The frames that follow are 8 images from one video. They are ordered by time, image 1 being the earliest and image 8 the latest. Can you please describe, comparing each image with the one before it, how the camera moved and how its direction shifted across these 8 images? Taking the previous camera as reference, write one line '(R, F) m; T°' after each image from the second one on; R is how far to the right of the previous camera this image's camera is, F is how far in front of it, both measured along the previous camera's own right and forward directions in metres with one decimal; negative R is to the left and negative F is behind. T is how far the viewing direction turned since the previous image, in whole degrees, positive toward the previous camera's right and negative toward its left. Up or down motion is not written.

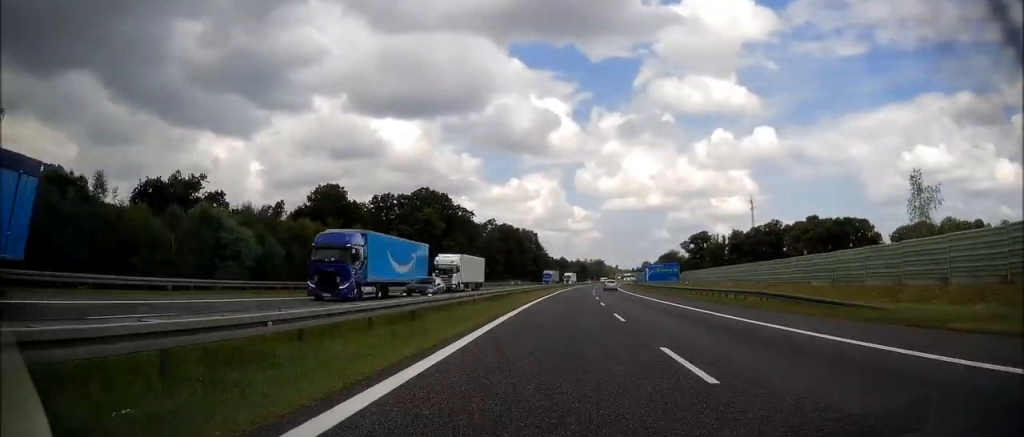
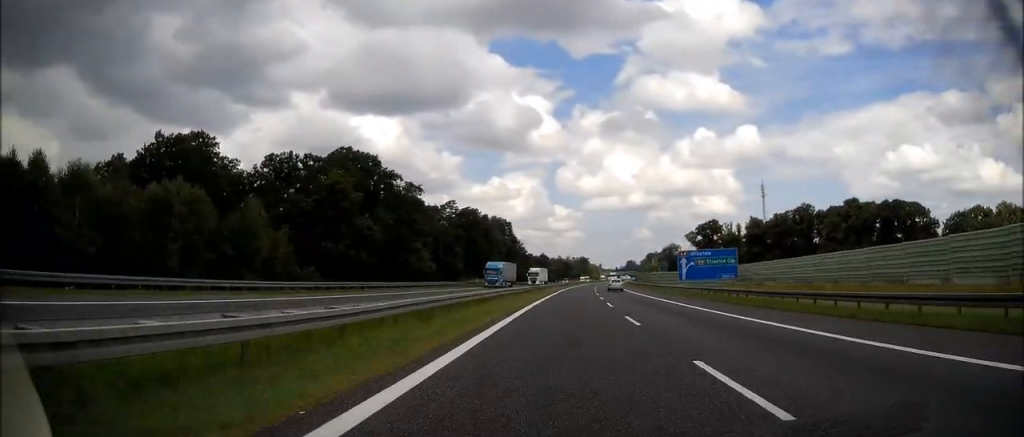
(+0.8, +50.3) m; +2°
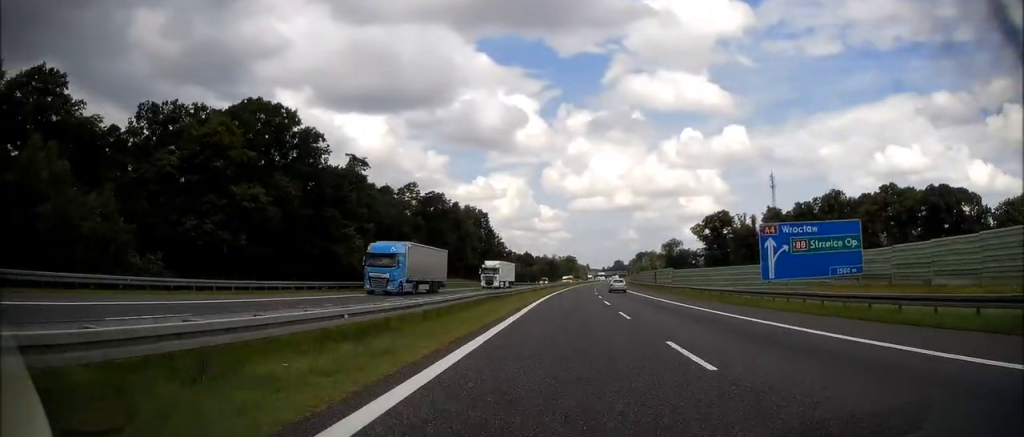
(0.0, +33.4) m; +1°
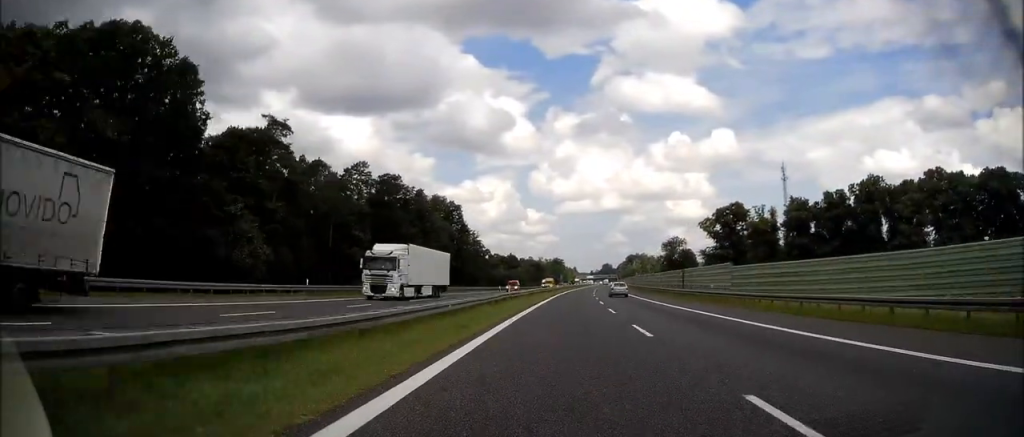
(+0.6, +30.4) m; +1°
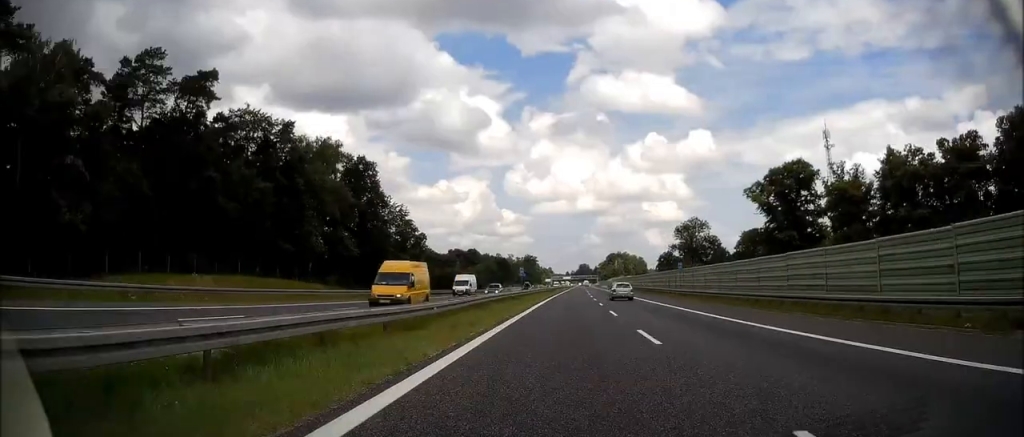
(+1.1, +60.8) m; +2°
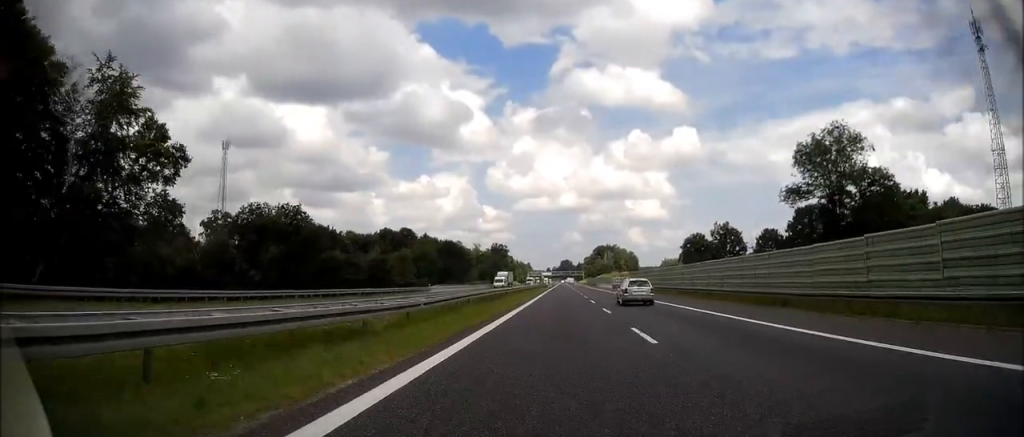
(+1.9, +84.6) m; +2°
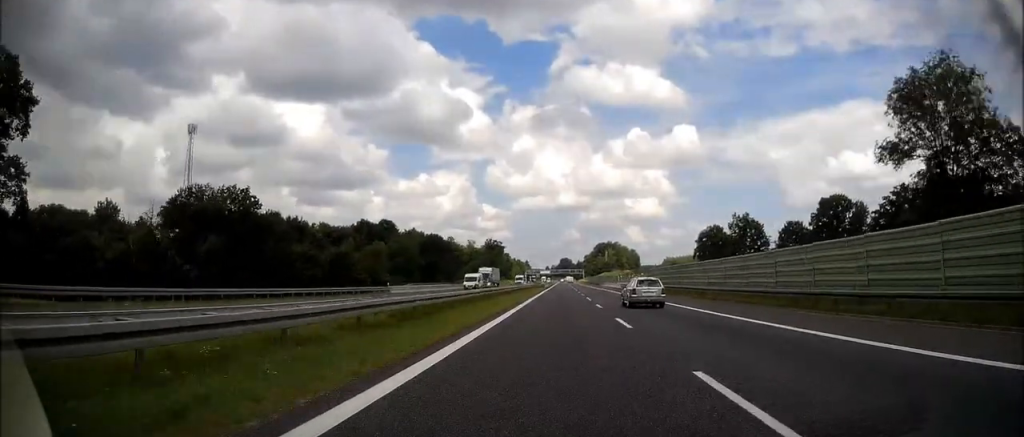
(+0.1, +20.2) m; 0°
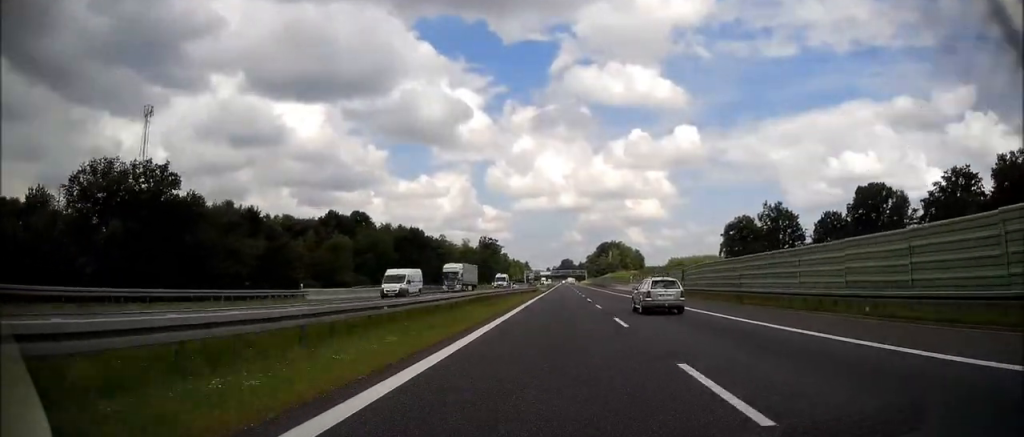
(0.0, +23.3) m; 0°
